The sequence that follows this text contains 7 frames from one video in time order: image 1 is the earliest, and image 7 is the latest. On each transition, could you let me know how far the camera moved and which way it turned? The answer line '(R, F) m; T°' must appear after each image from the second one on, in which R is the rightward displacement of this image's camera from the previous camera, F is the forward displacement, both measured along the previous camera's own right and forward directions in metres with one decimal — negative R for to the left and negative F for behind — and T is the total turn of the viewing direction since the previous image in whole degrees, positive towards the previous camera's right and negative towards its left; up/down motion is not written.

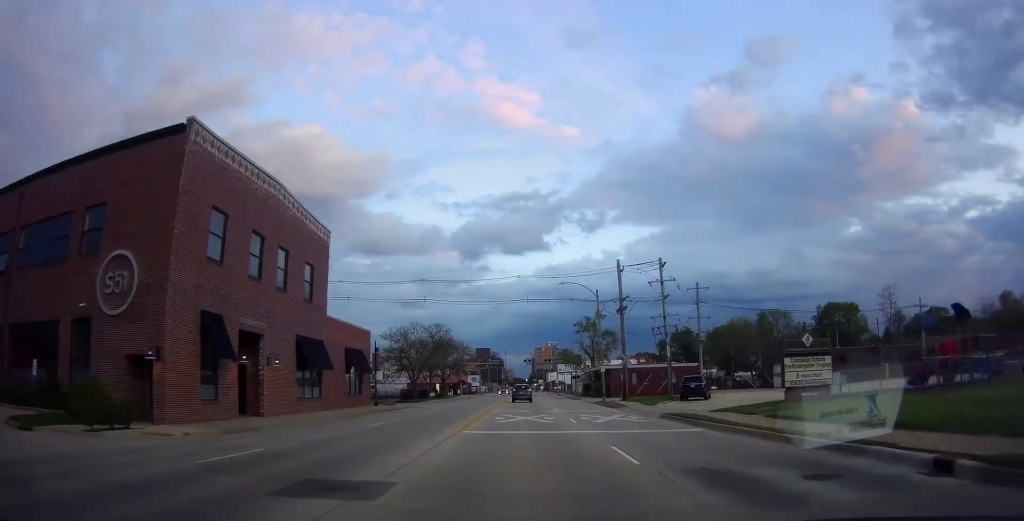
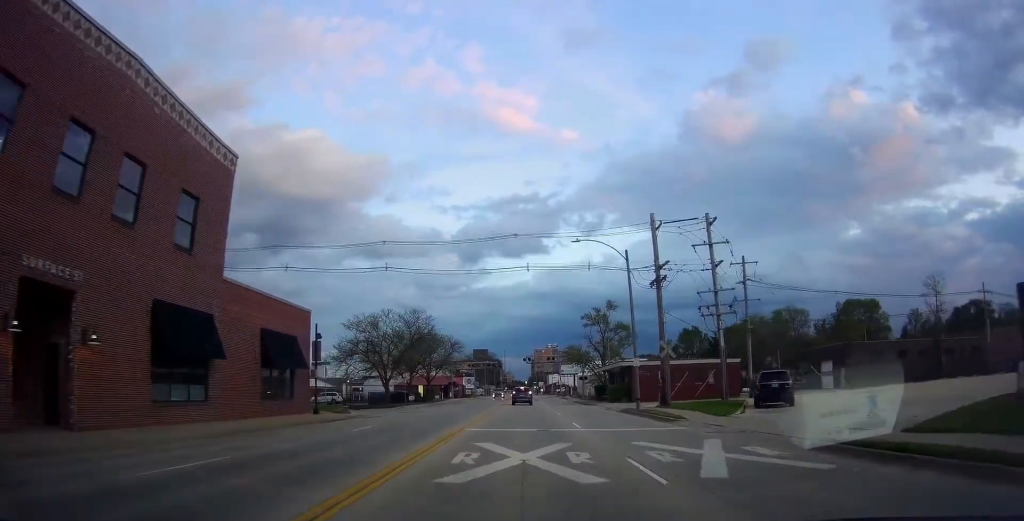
(0.0, +13.6) m; -1°
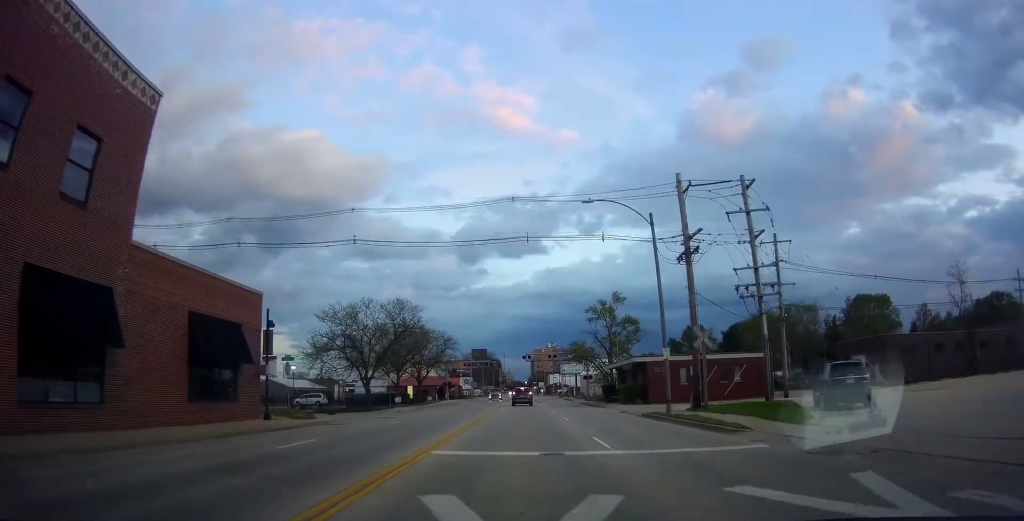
(+0.1, +6.9) m; -1°
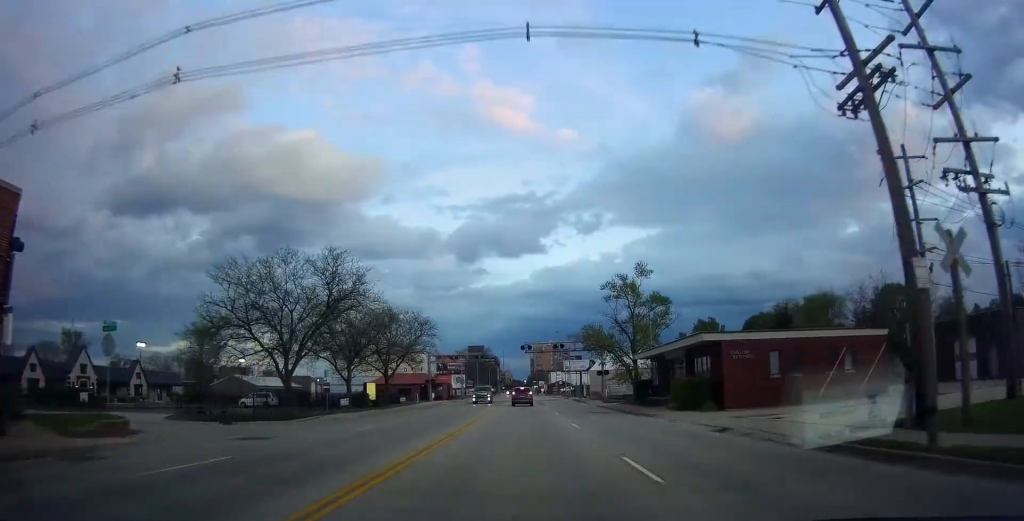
(-0.3, +17.3) m; 0°
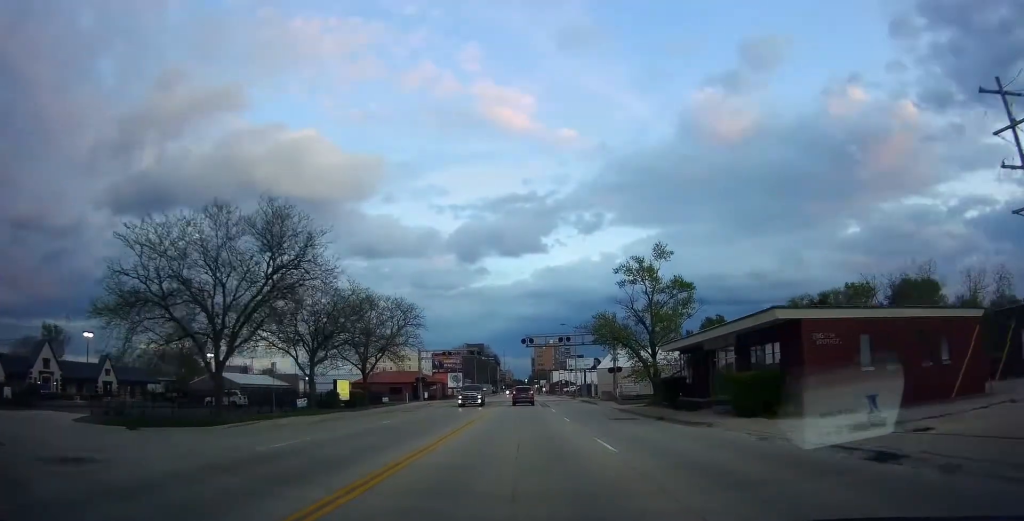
(+0.2, +8.7) m; +1°
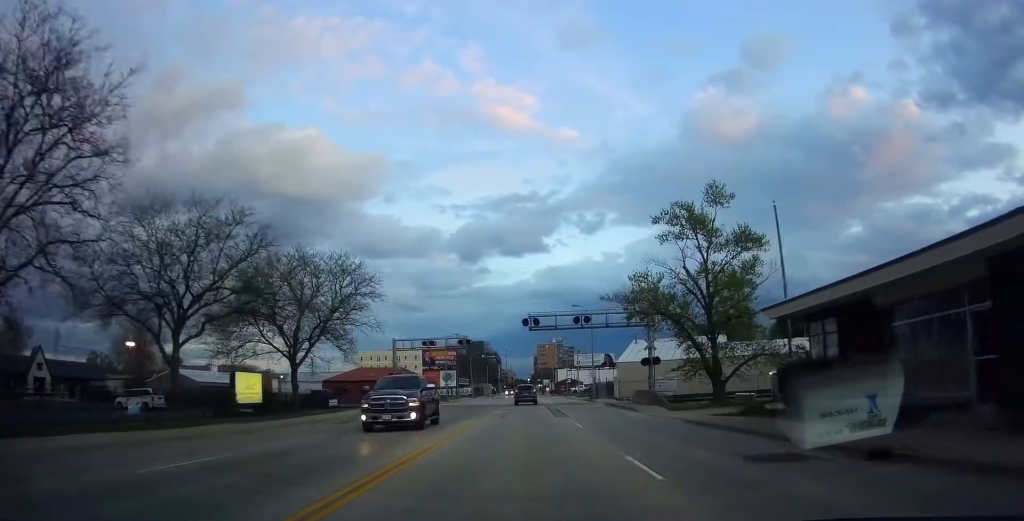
(+0.1, +16.3) m; 0°
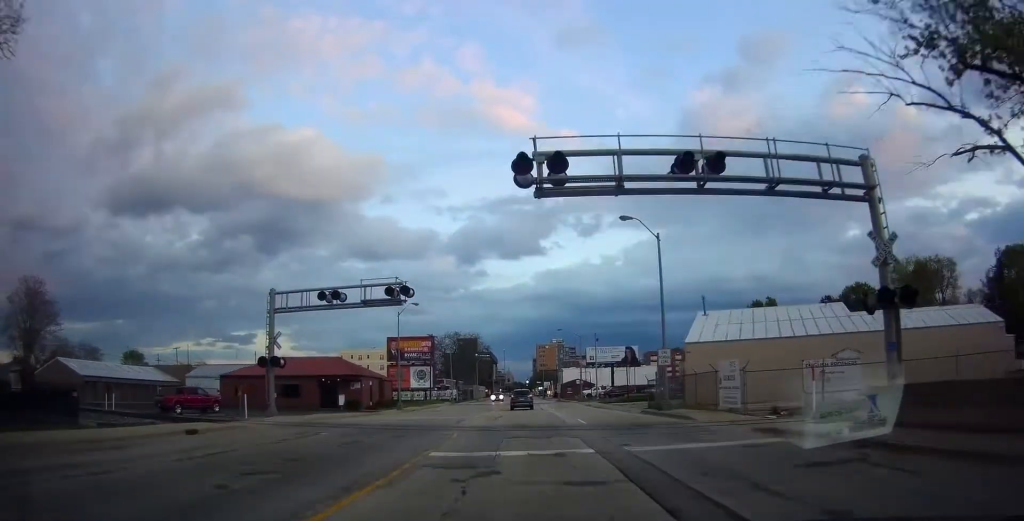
(0.0, +29.5) m; 0°
